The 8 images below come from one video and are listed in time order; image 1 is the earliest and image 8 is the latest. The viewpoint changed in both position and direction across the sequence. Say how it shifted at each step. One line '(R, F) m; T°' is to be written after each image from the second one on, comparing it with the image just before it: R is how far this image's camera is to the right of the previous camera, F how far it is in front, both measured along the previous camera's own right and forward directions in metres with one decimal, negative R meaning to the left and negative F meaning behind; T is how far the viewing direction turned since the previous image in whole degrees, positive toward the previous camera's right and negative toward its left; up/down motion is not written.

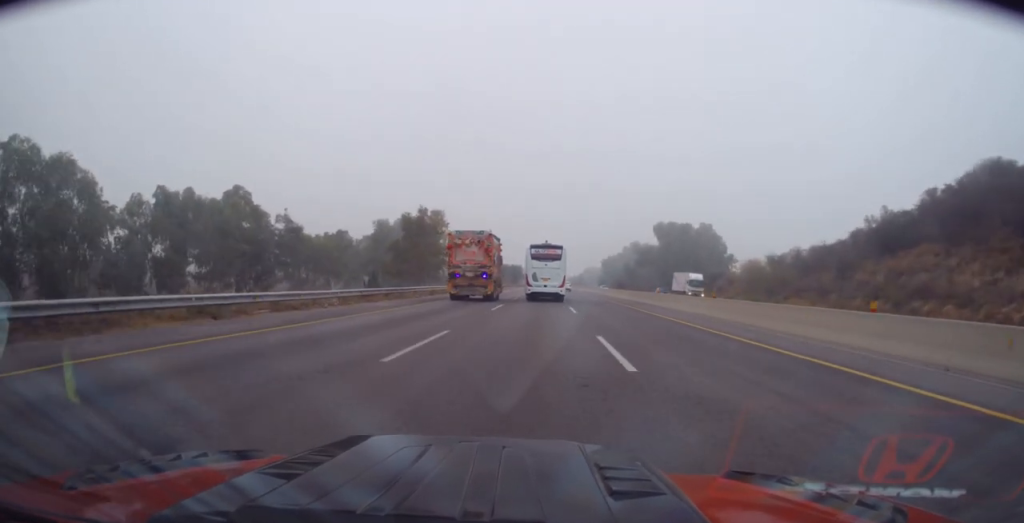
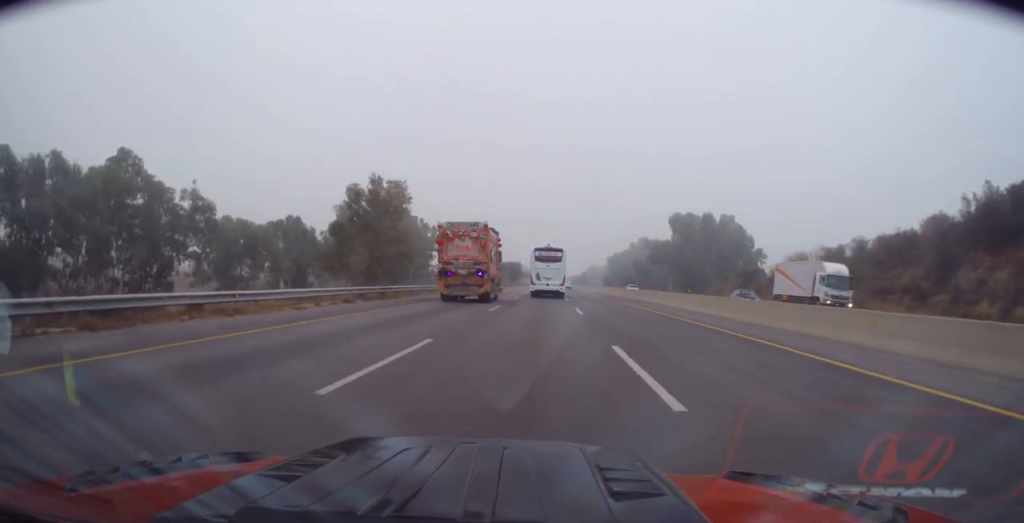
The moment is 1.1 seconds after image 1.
(0.0, +20.6) m; +1°
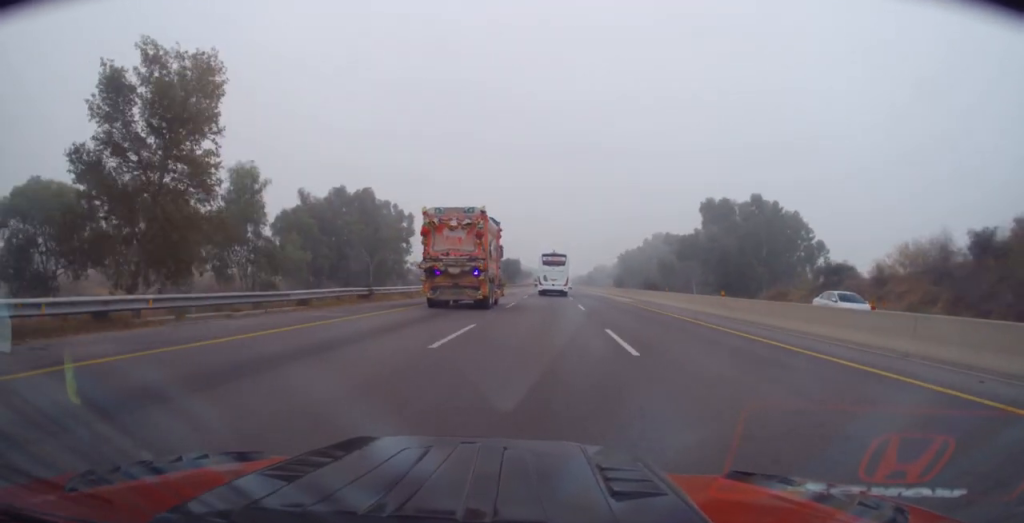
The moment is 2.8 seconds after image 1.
(-0.4, +30.9) m; -2°
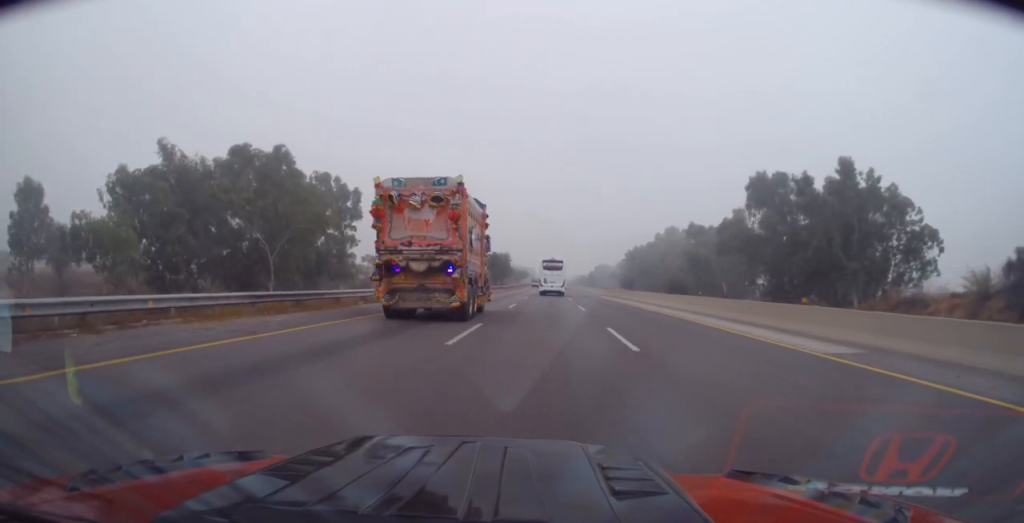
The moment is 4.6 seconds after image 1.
(+0.2, +35.0) m; +2°
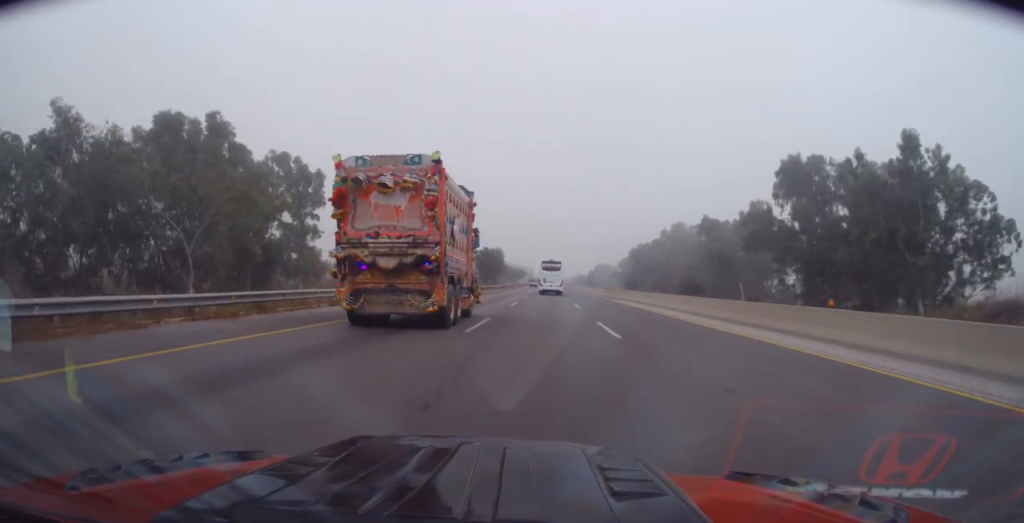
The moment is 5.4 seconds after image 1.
(0.0, +15.0) m; +1°
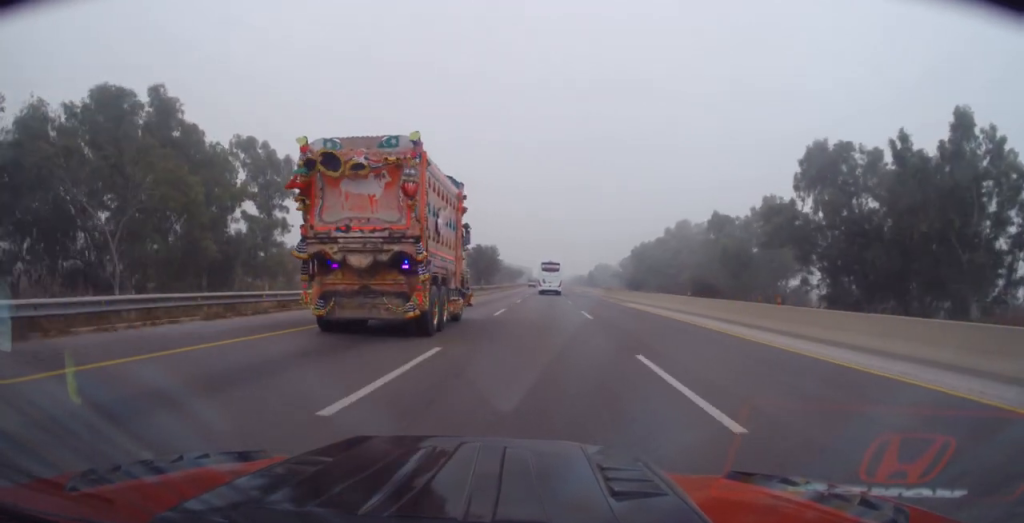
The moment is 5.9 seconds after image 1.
(+0.3, +9.4) m; -1°
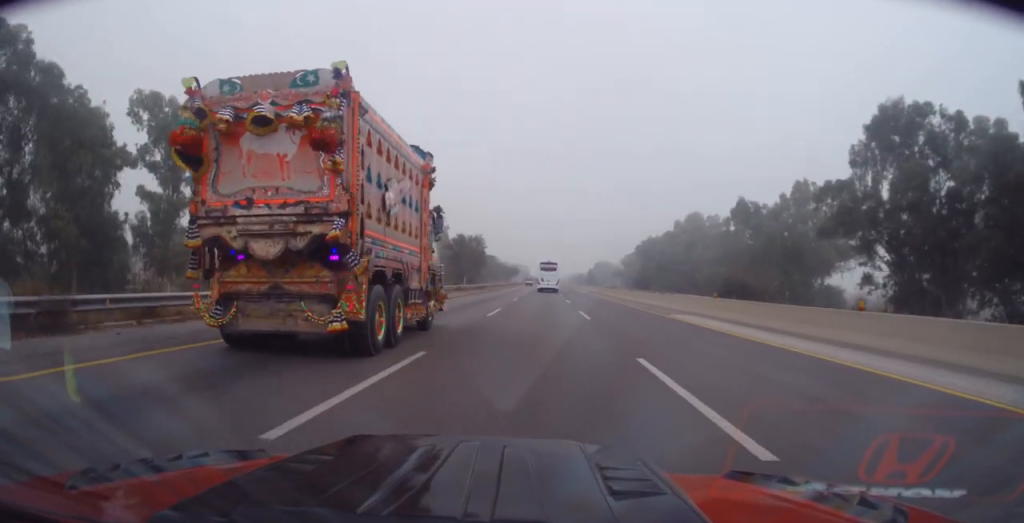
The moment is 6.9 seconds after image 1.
(-0.4, +18.9) m; -1°
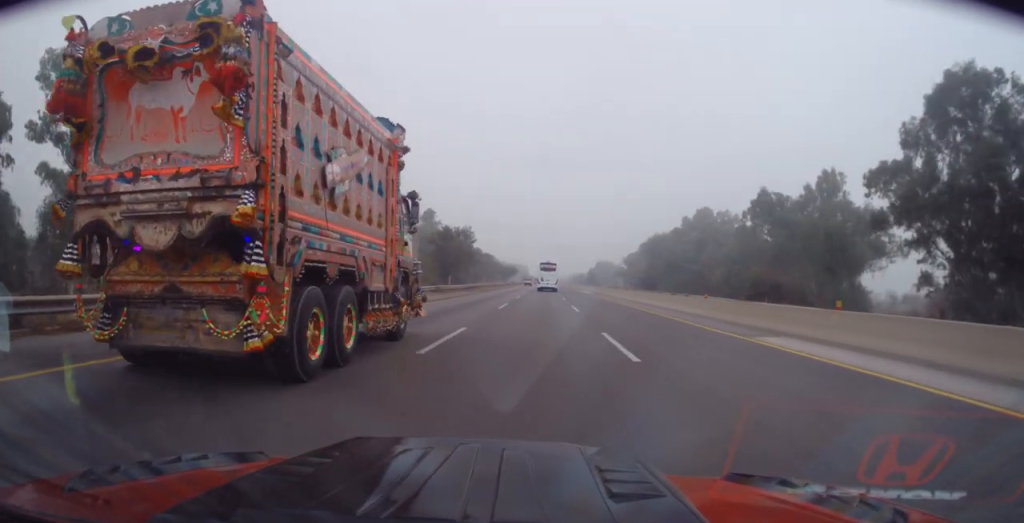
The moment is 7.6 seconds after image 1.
(0.0, +11.9) m; 0°
